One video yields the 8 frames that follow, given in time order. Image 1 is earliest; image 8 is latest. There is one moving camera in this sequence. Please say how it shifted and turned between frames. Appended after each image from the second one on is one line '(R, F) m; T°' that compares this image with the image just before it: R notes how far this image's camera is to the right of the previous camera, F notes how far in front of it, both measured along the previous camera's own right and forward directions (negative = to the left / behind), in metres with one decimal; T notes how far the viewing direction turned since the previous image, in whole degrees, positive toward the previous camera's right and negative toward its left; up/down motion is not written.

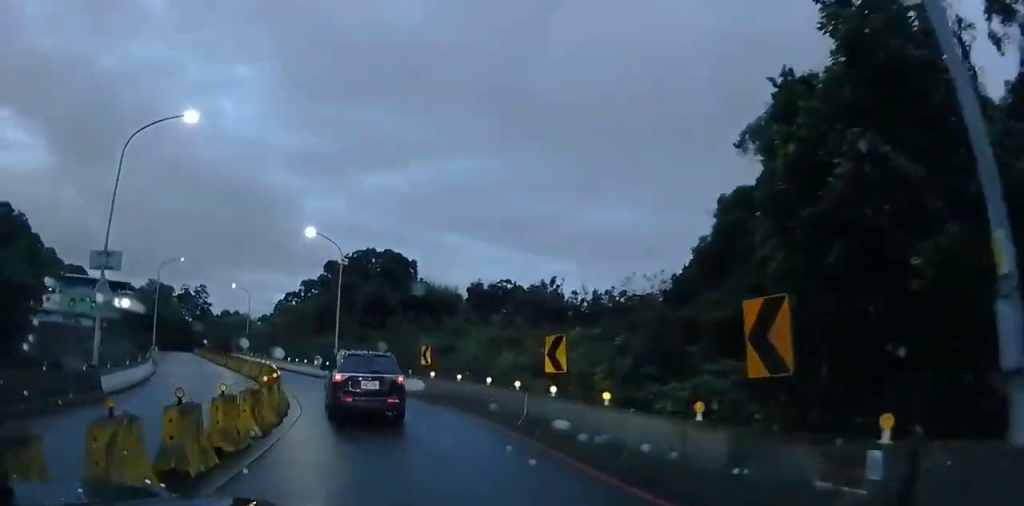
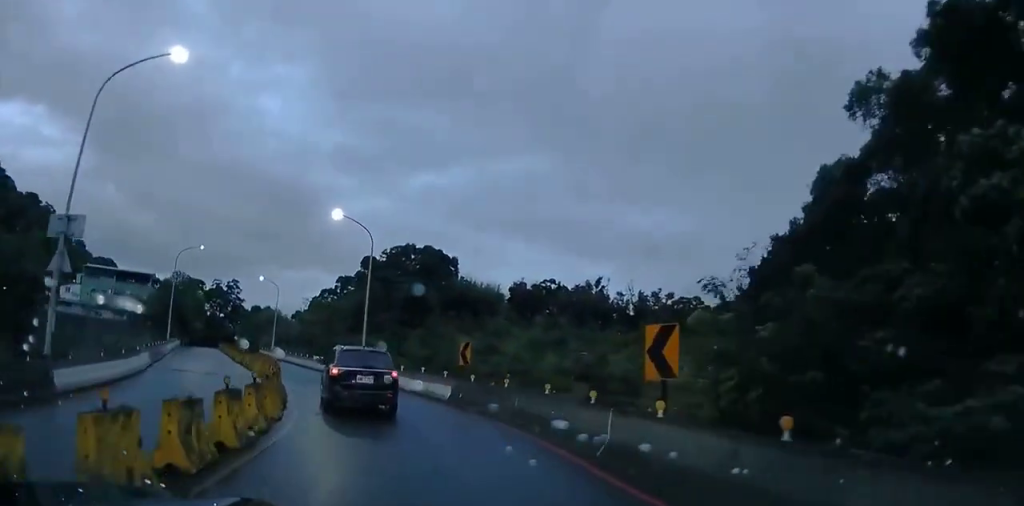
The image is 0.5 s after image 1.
(0.0, +4.0) m; -3°
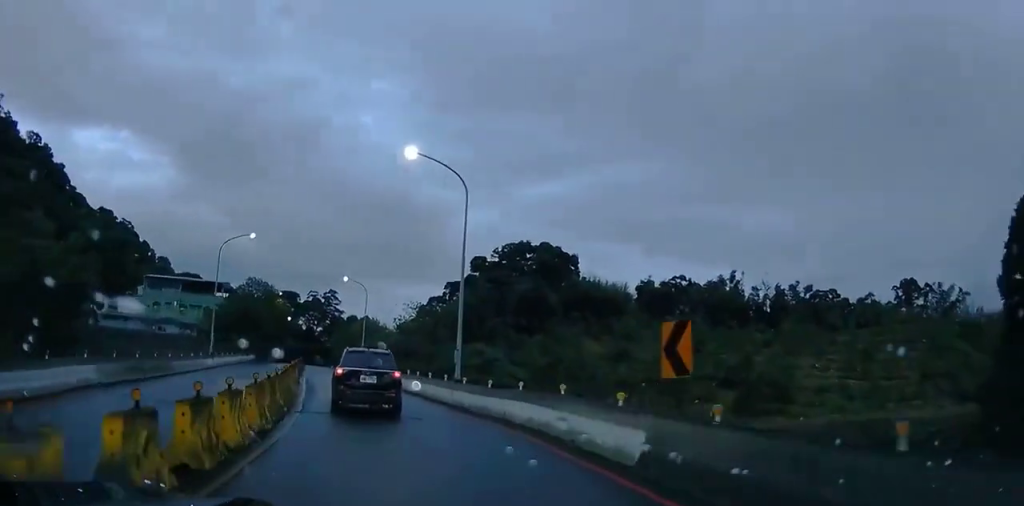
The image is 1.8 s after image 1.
(-1.0, +10.7) m; -15°
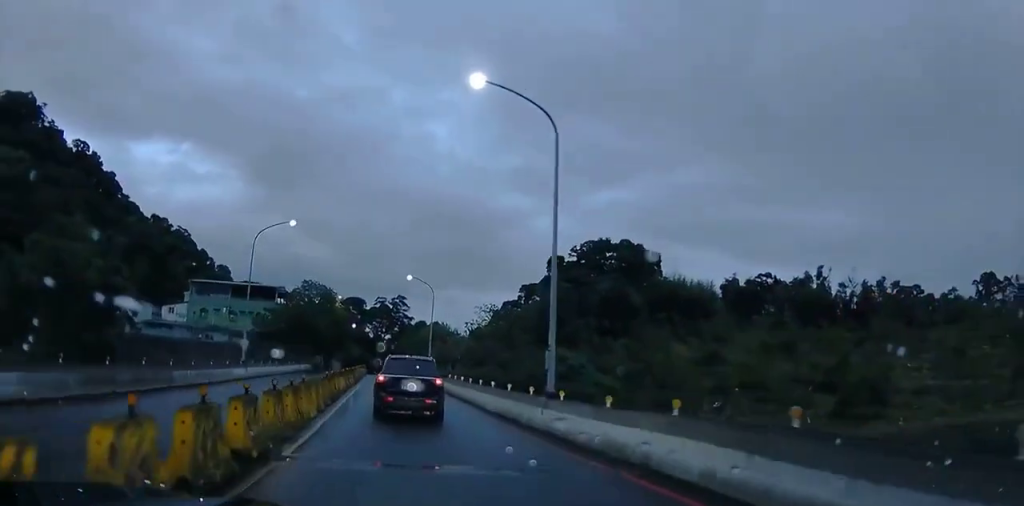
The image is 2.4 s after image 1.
(-0.3, +5.8) m; -8°
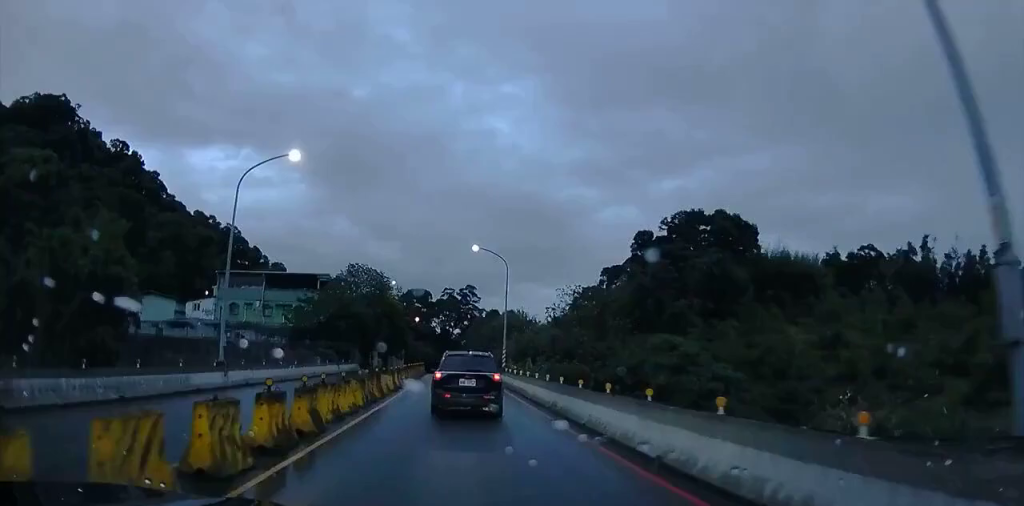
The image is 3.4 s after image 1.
(-1.3, +11.7) m; -5°
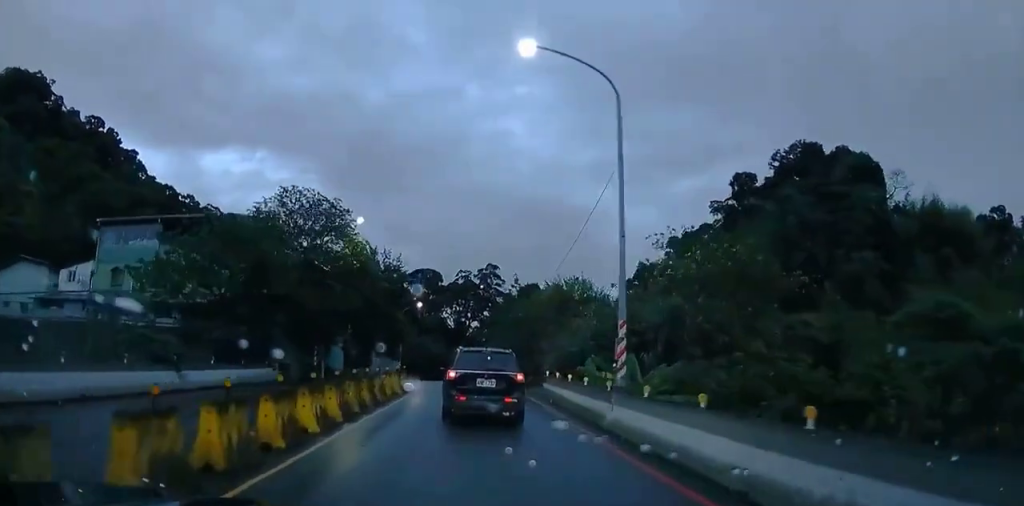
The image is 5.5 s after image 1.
(+2.8, +28.0) m; +9°
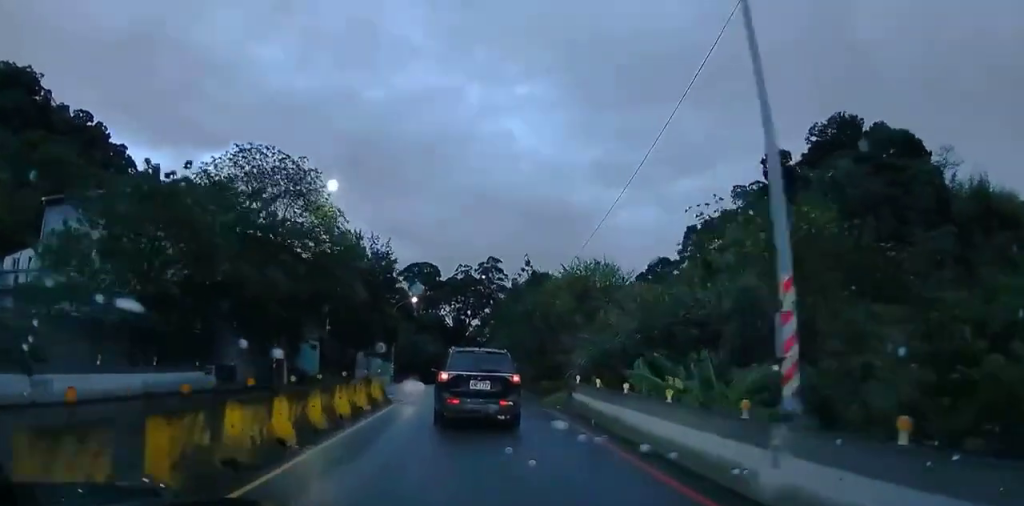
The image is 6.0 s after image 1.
(+0.3, +8.2) m; -2°
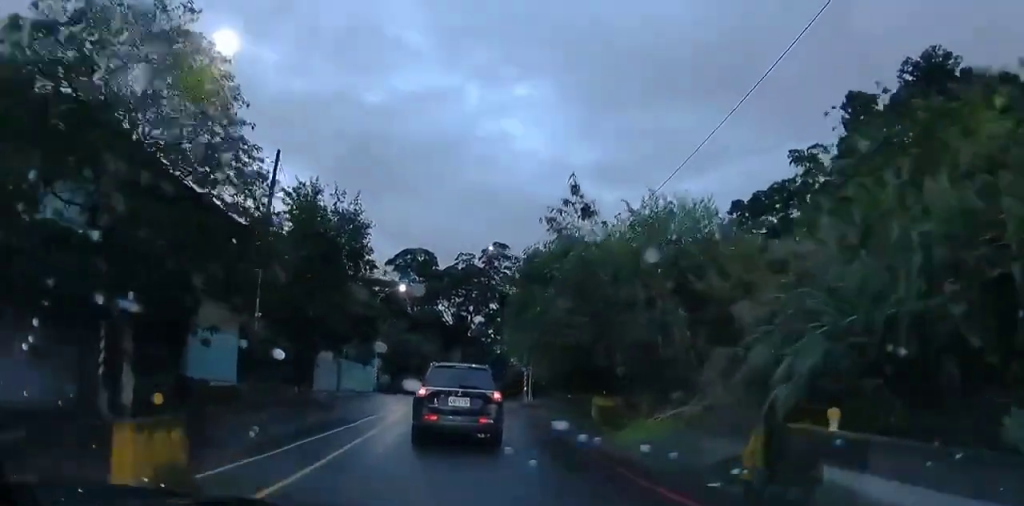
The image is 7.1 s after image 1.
(-1.0, +14.4) m; -6°
